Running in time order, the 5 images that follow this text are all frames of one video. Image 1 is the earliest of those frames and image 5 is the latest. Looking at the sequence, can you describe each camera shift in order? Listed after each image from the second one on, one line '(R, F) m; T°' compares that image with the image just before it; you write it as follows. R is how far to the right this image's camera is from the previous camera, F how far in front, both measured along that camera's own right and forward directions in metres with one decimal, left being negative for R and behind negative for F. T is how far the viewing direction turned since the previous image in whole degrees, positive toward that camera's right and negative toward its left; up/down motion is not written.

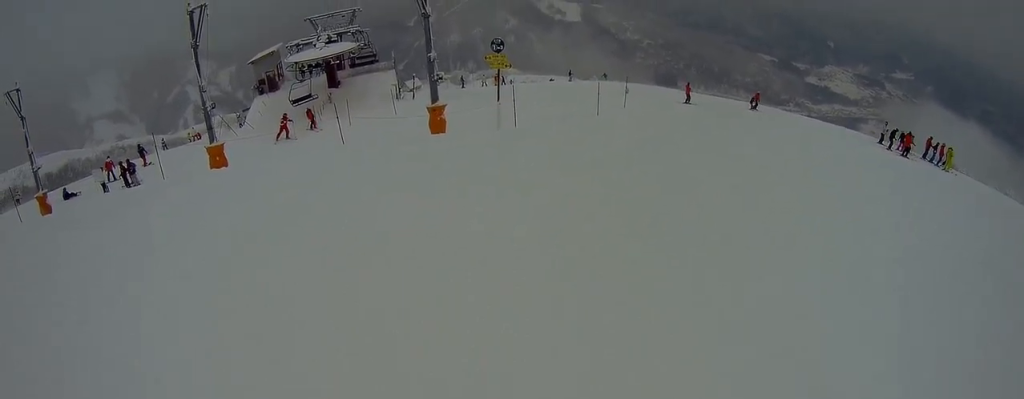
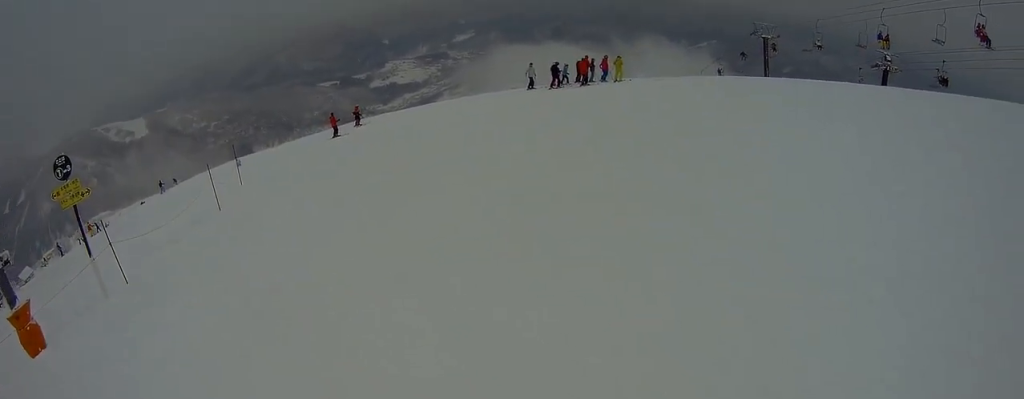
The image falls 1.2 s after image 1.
(+0.3, +6.1) m; +14°
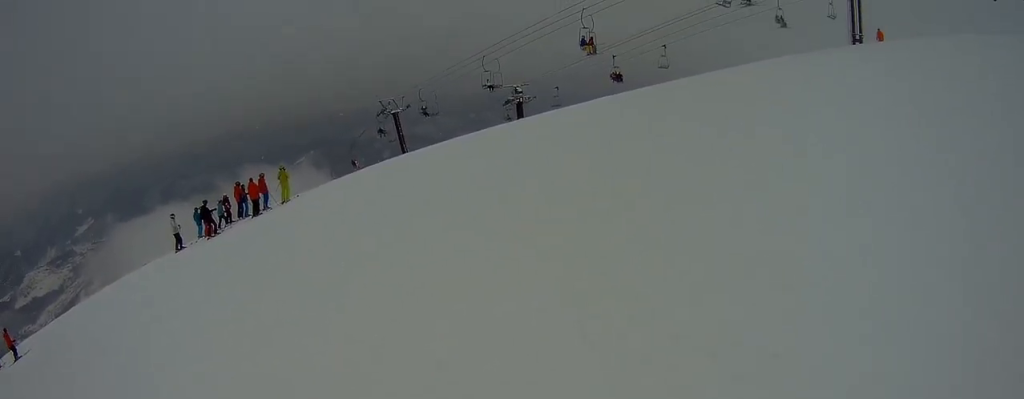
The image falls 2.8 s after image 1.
(+2.8, +6.0) m; +42°
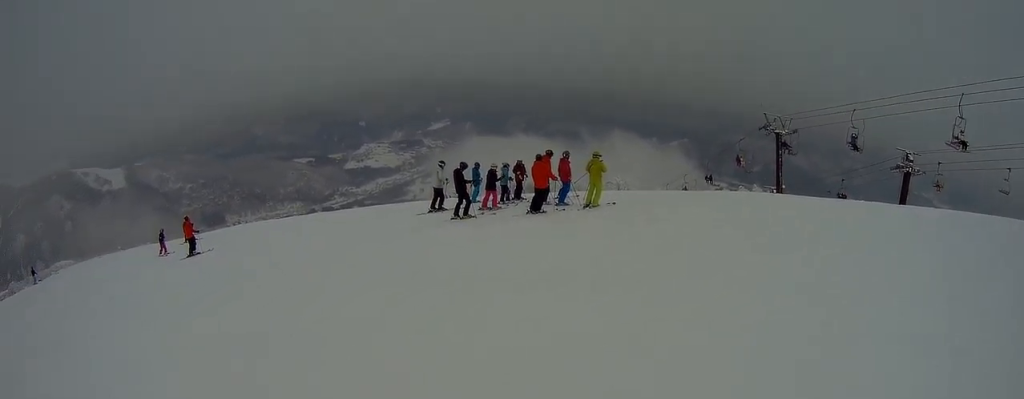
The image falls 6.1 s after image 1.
(-2.2, +10.5) m; -23°
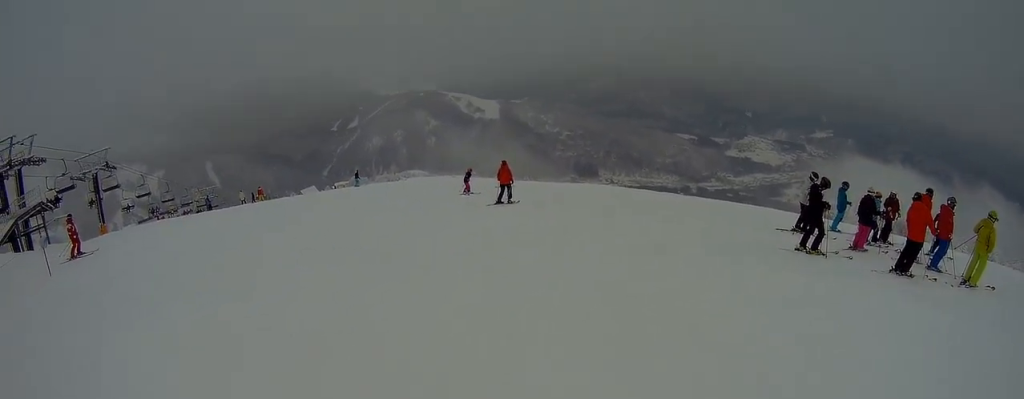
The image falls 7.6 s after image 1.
(-0.6, +4.3) m; -32°
